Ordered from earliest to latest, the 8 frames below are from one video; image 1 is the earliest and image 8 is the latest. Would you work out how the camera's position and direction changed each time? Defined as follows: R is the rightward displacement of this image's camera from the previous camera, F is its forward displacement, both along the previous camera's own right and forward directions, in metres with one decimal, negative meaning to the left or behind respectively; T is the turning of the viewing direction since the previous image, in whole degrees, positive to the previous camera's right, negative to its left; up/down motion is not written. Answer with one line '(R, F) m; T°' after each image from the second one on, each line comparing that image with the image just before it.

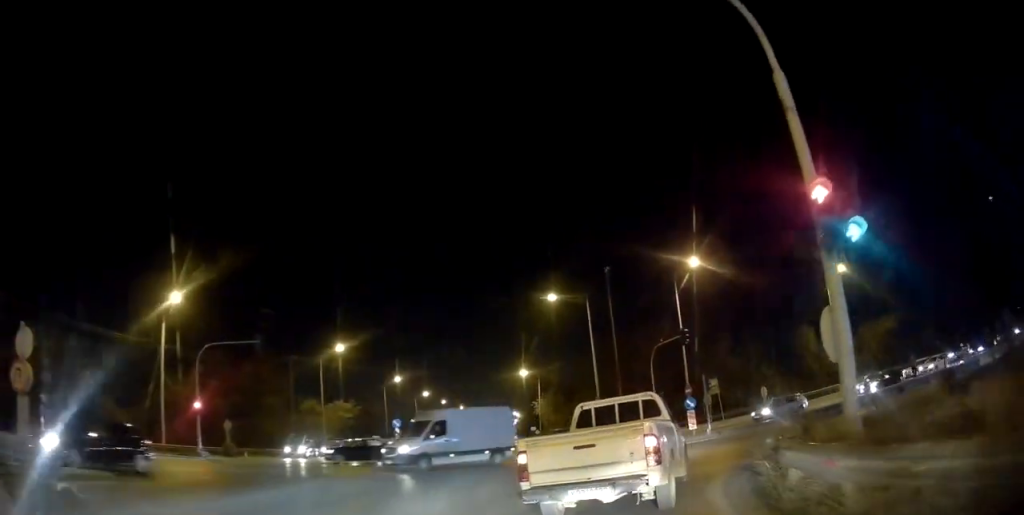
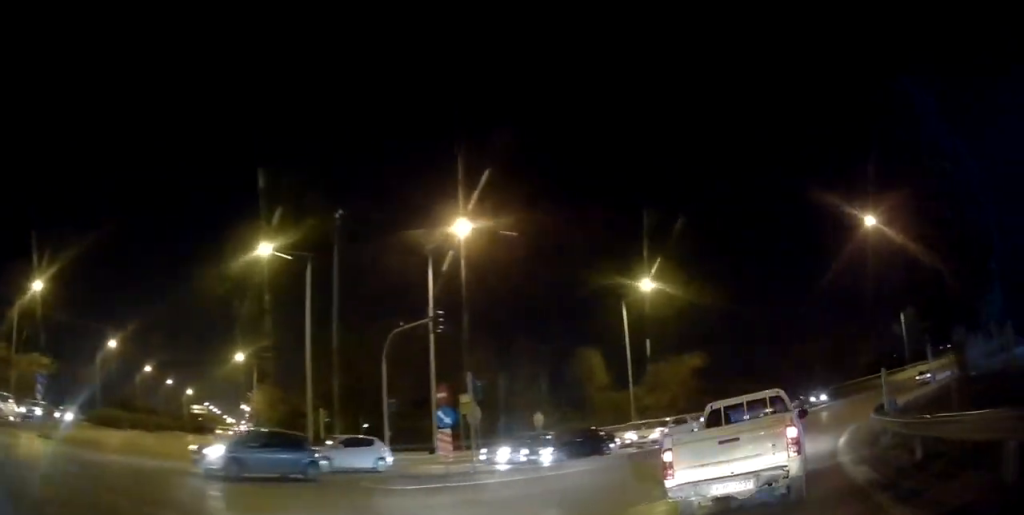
(+2.3, +12.2) m; +27°
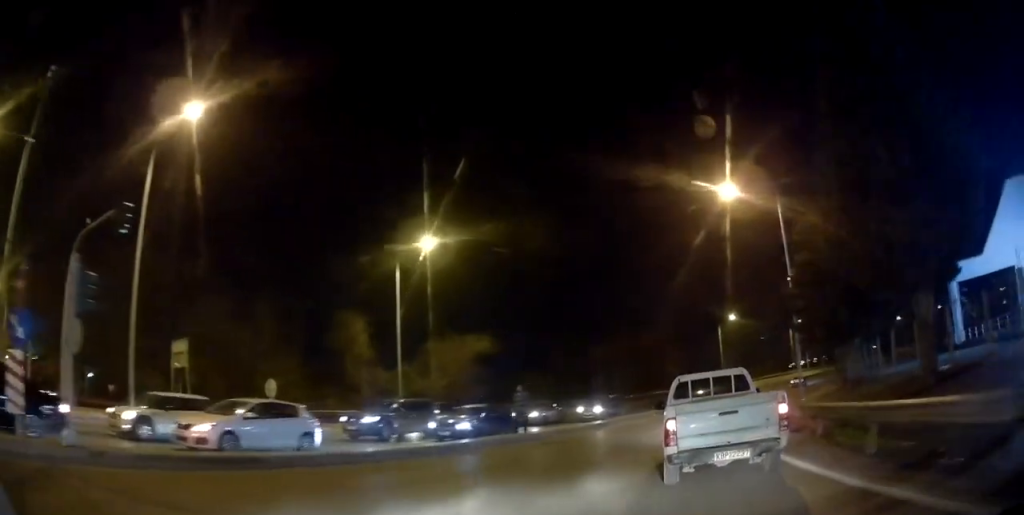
(+1.2, +9.5) m; +17°
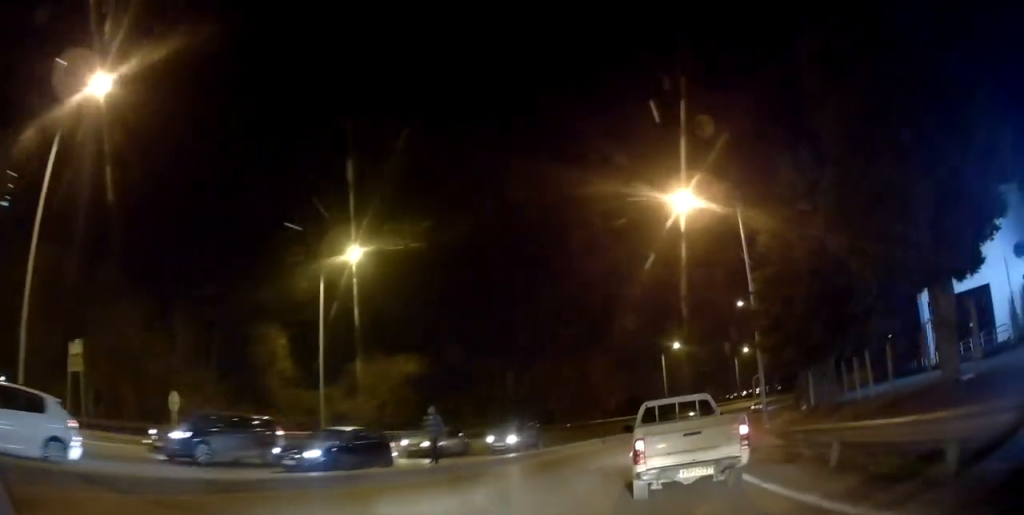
(+0.3, +3.3) m; +8°
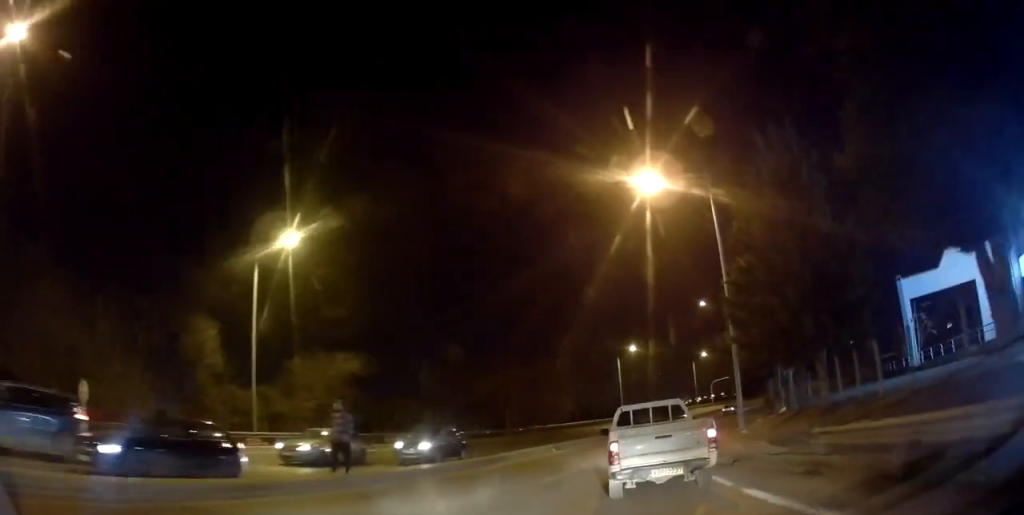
(0.0, +3.1) m; +8°
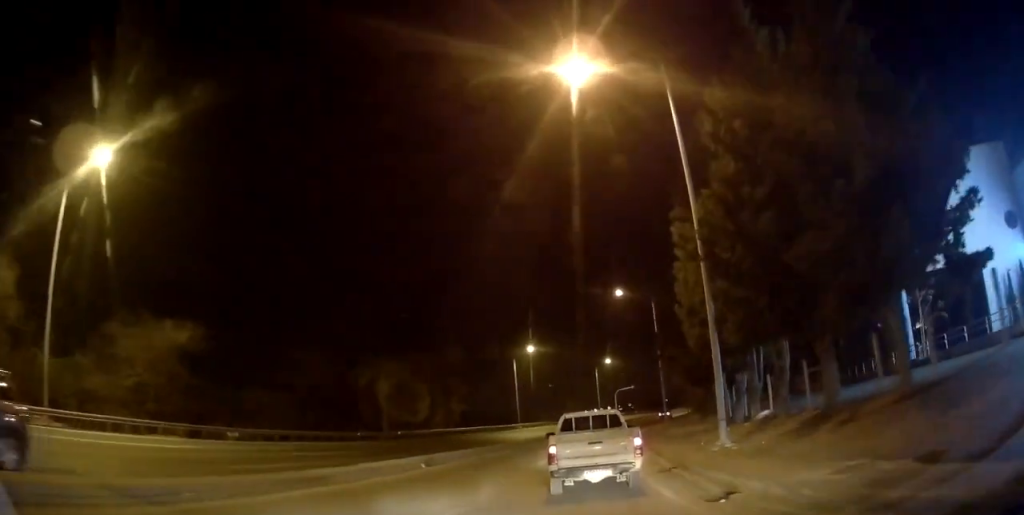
(+1.5, +10.2) m; +10°
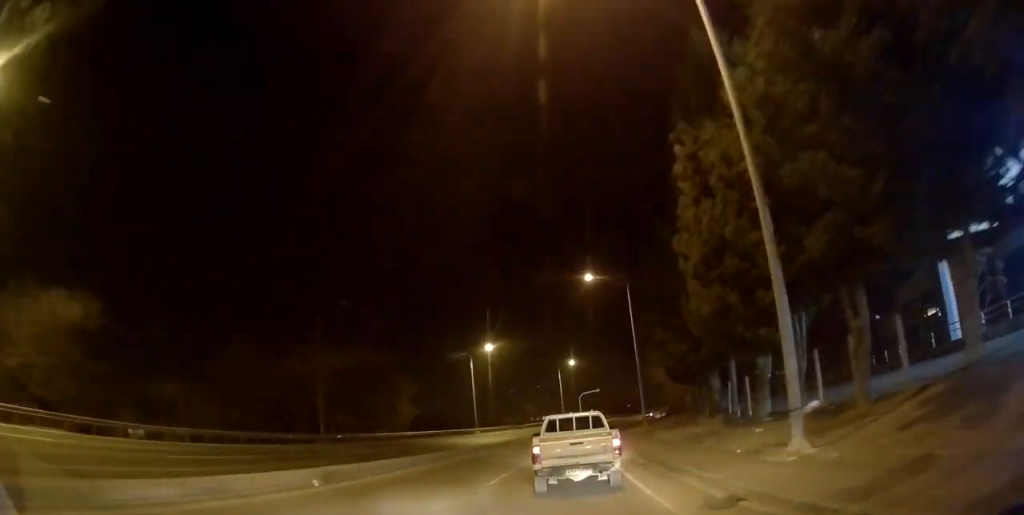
(+0.1, +7.1) m; +1°
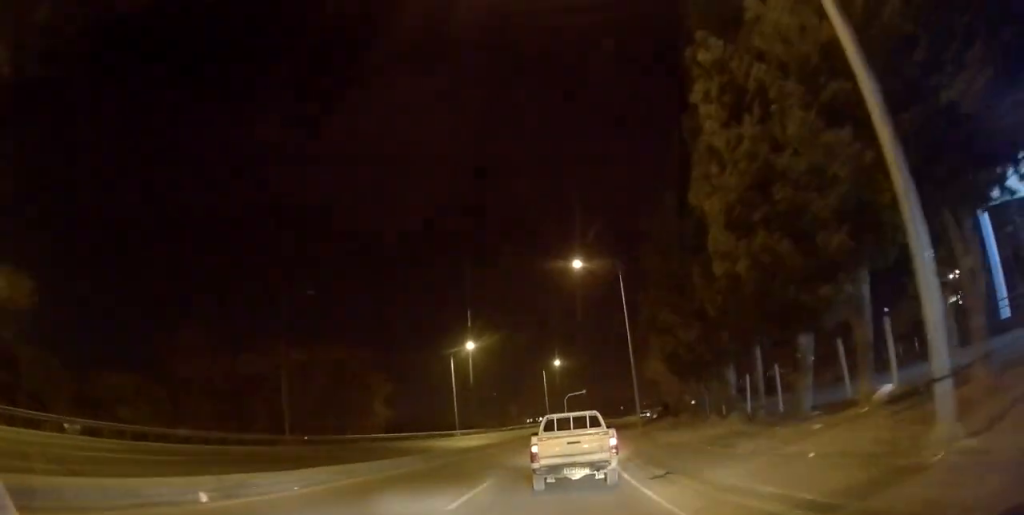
(0.0, +4.8) m; +2°
